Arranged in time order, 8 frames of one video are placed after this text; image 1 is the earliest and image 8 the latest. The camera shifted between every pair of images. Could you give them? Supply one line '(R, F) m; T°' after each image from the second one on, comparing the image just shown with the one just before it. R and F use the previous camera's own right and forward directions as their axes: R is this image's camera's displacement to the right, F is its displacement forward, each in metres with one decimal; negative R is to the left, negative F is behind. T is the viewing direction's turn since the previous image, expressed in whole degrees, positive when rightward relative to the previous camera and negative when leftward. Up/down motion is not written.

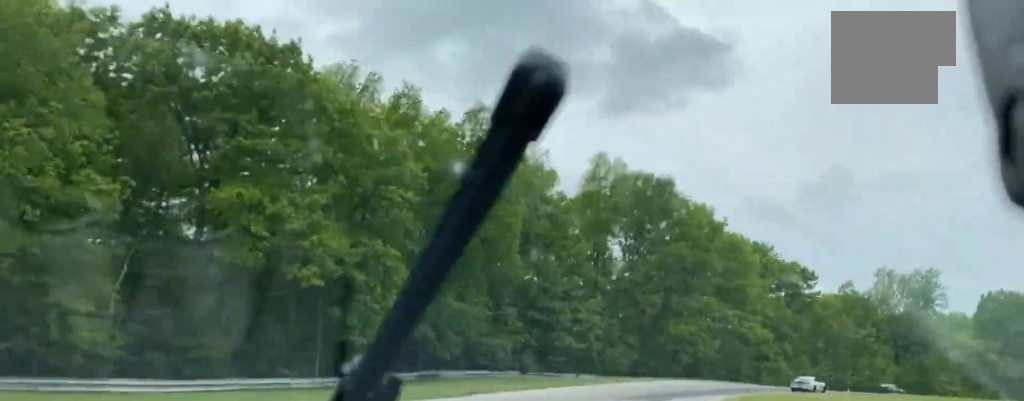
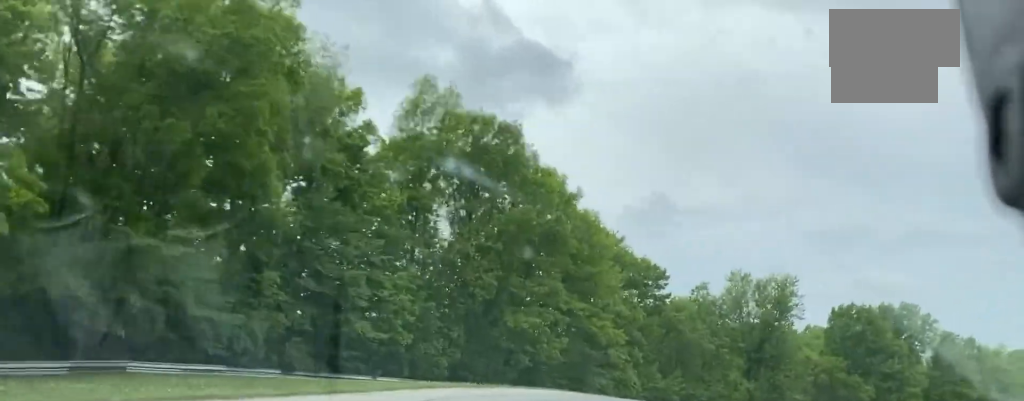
(+4.2, +25.4) m; +17°
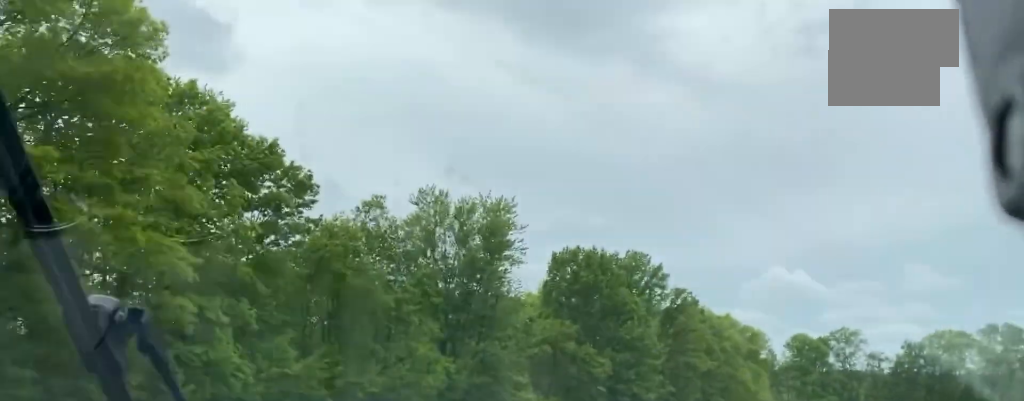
(+14.7, +49.8) m; +32°
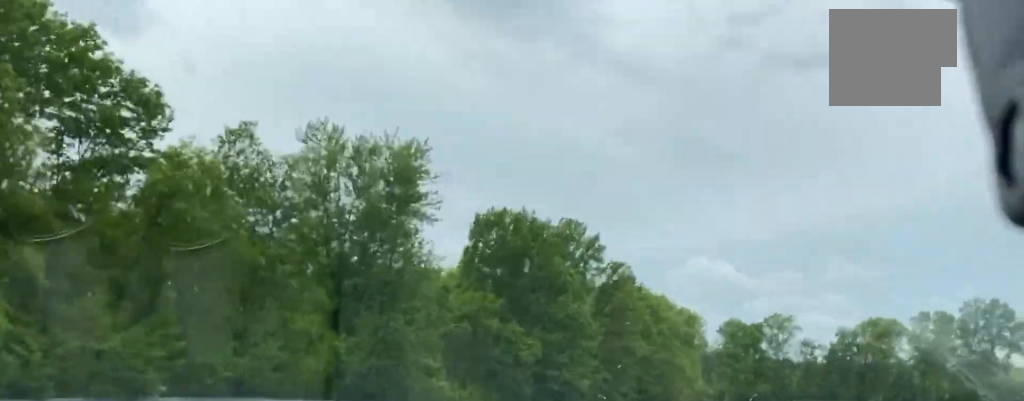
(+2.2, +14.1) m; +7°
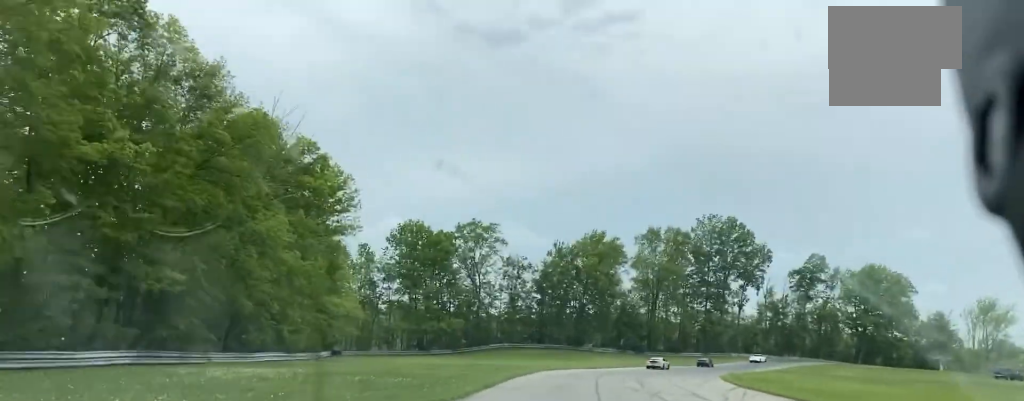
(+12.4, +80.1) m; +18°
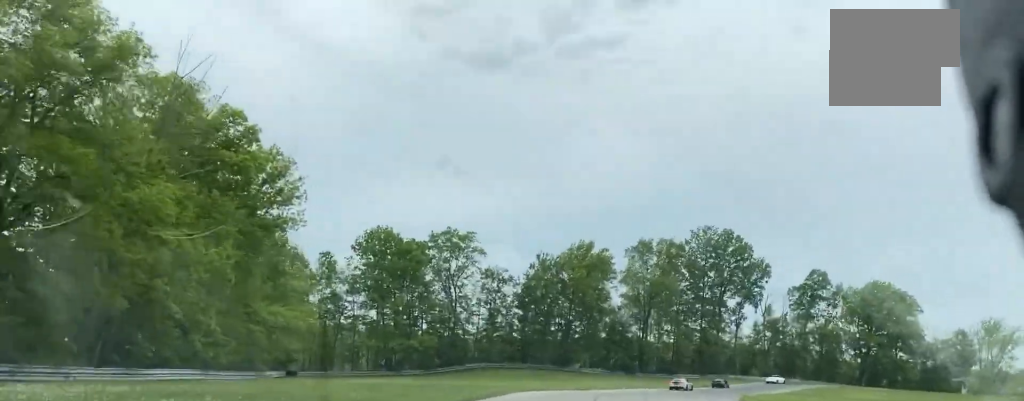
(+0.8, +13.6) m; +3°
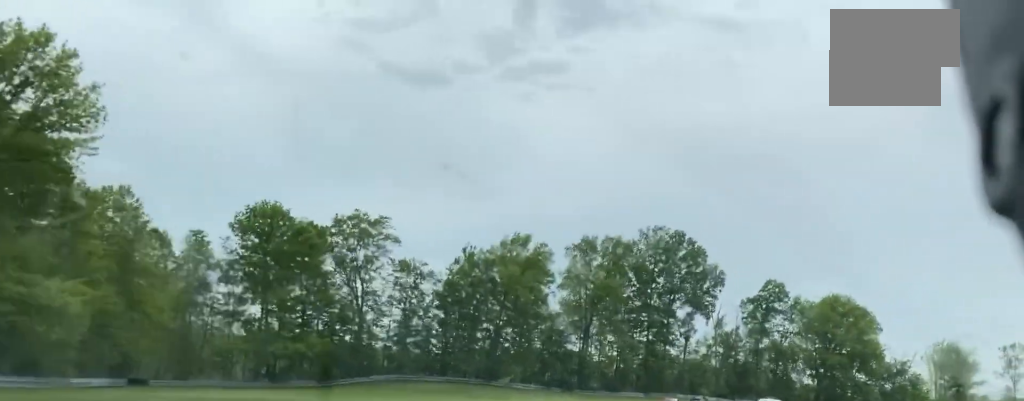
(+1.1, +23.1) m; +4°
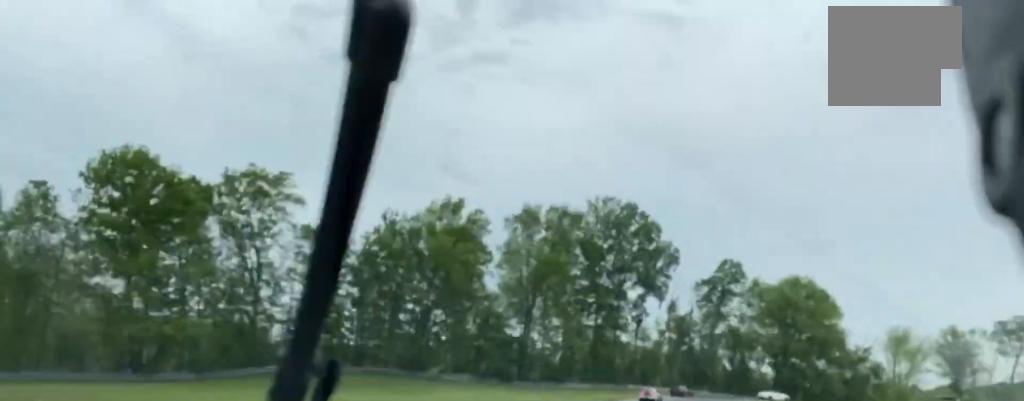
(+0.4, +17.6) m; +2°
